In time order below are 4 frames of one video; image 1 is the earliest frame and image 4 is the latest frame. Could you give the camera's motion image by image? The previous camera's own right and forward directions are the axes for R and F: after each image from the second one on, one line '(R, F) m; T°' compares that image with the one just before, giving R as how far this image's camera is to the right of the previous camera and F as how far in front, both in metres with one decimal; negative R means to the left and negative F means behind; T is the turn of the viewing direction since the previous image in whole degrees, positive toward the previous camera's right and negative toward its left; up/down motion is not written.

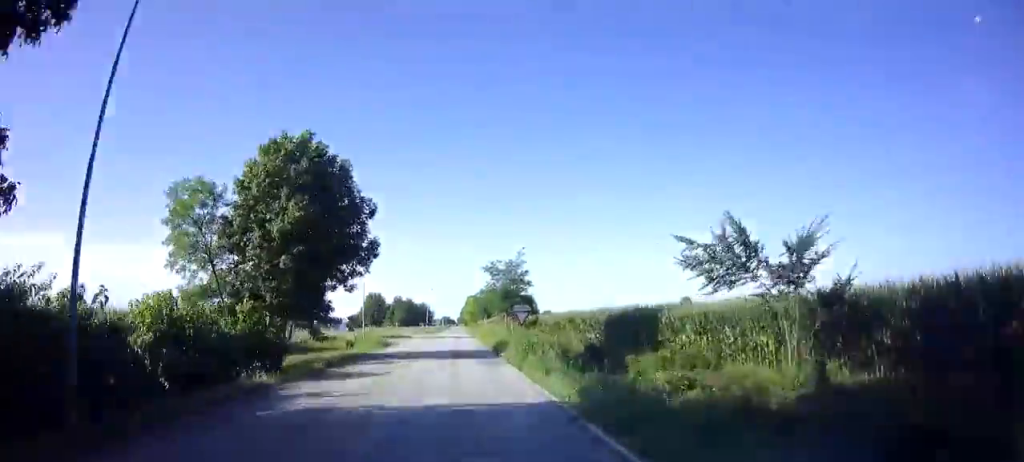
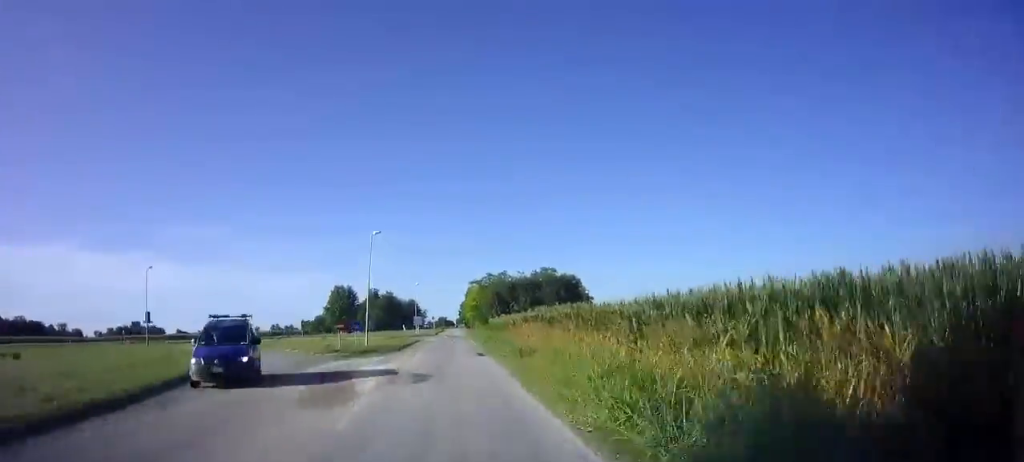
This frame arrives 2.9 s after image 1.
(-0.1, +58.7) m; 0°
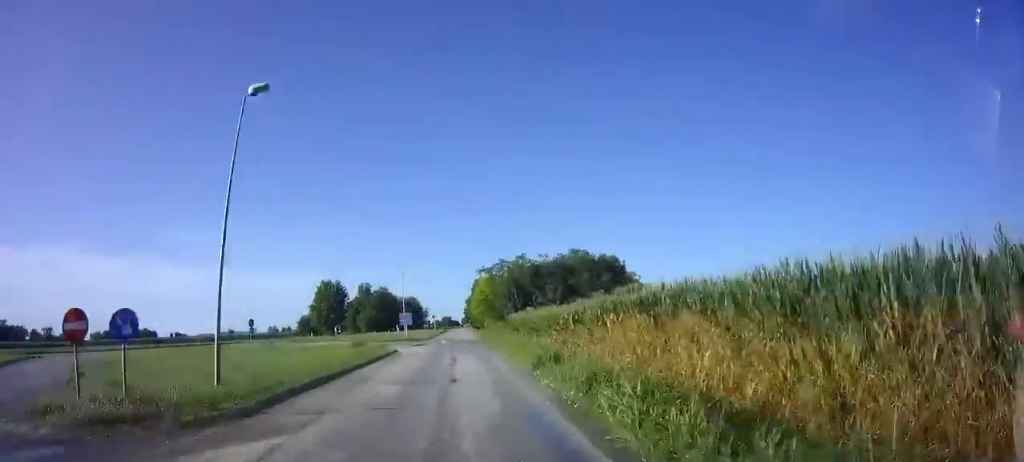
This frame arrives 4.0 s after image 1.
(+0.2, +21.7) m; 0°
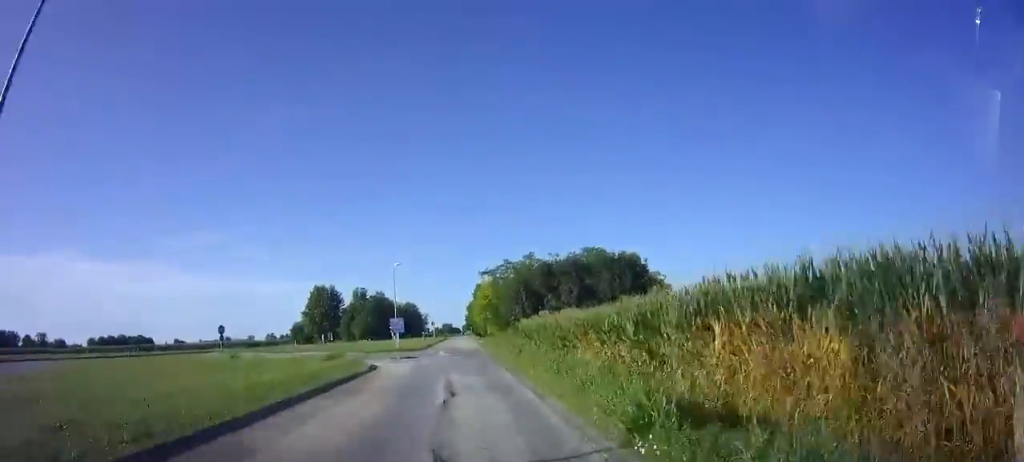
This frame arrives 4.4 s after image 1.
(0.0, +7.8) m; 0°
